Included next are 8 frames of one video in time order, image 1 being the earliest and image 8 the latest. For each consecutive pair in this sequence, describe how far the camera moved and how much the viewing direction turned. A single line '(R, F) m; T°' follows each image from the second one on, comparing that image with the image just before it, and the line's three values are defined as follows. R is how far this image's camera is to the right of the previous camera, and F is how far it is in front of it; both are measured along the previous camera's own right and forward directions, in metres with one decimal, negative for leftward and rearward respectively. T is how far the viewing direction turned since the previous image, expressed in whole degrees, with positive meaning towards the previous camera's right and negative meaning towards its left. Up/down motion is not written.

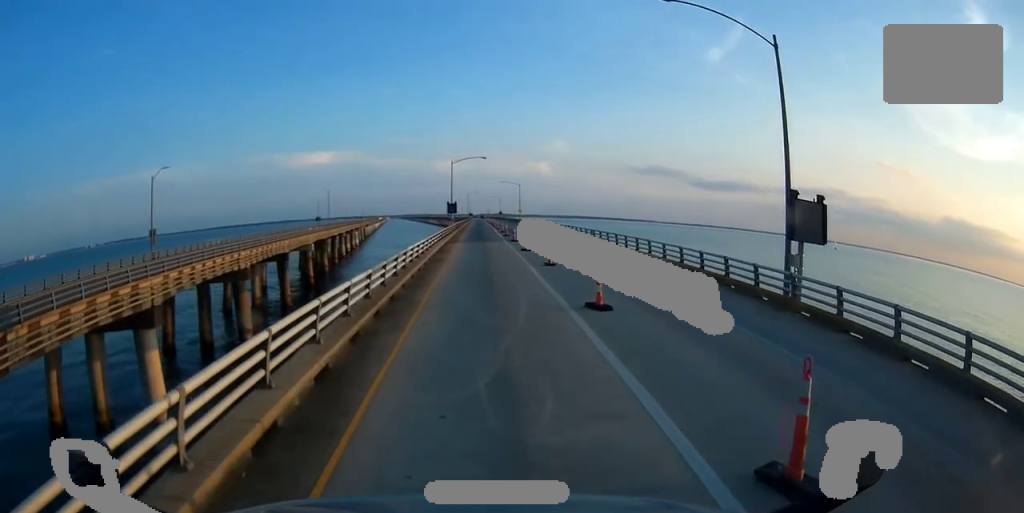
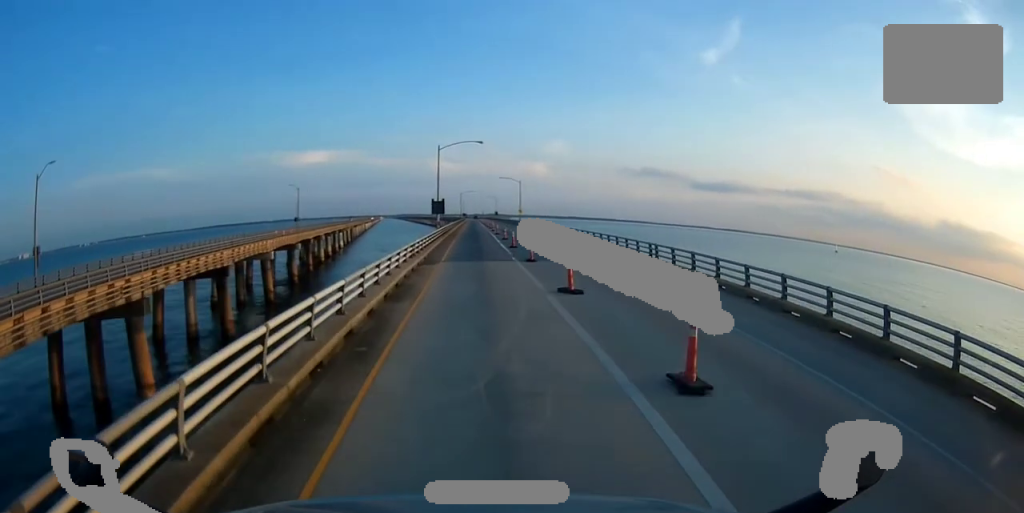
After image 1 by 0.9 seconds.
(-0.2, +18.1) m; 0°
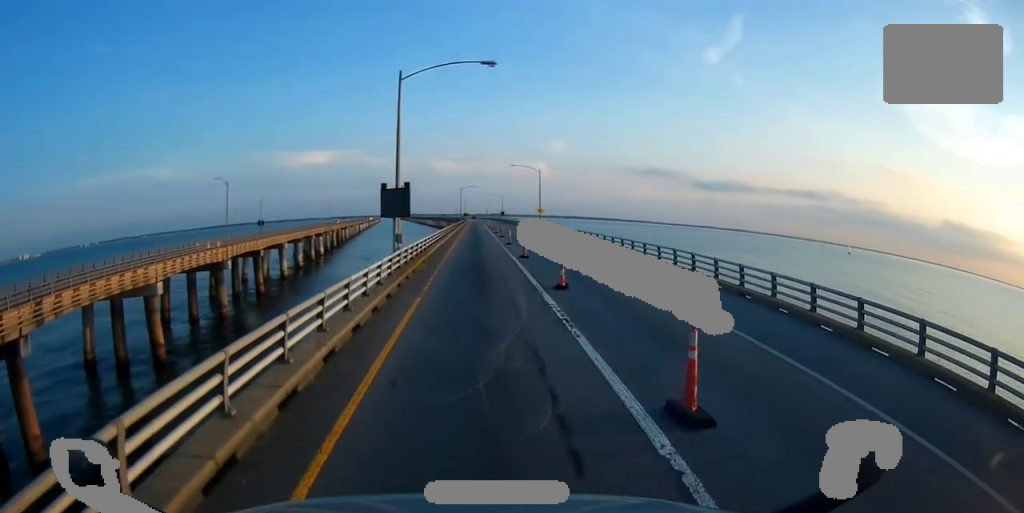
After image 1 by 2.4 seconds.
(+0.4, +32.8) m; +1°
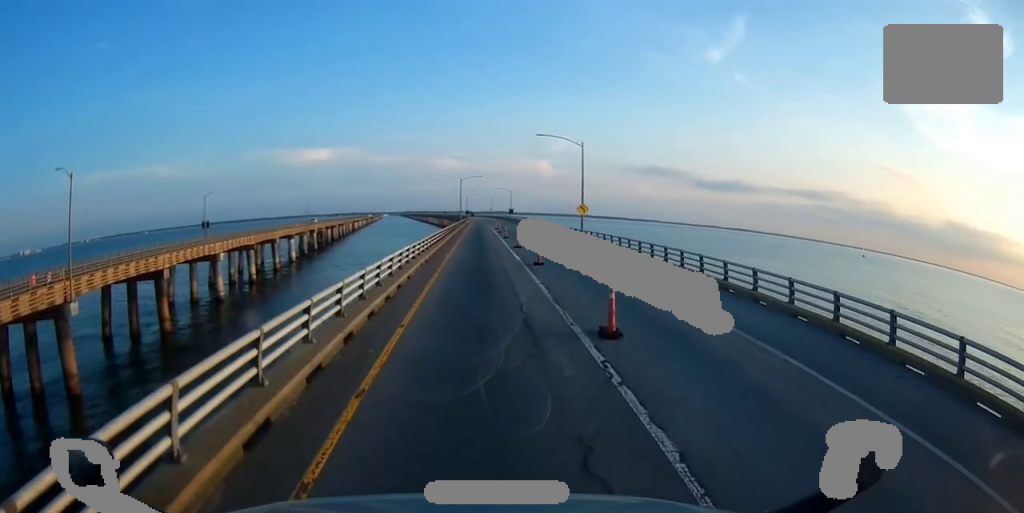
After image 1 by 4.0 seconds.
(-0.2, +33.7) m; -2°
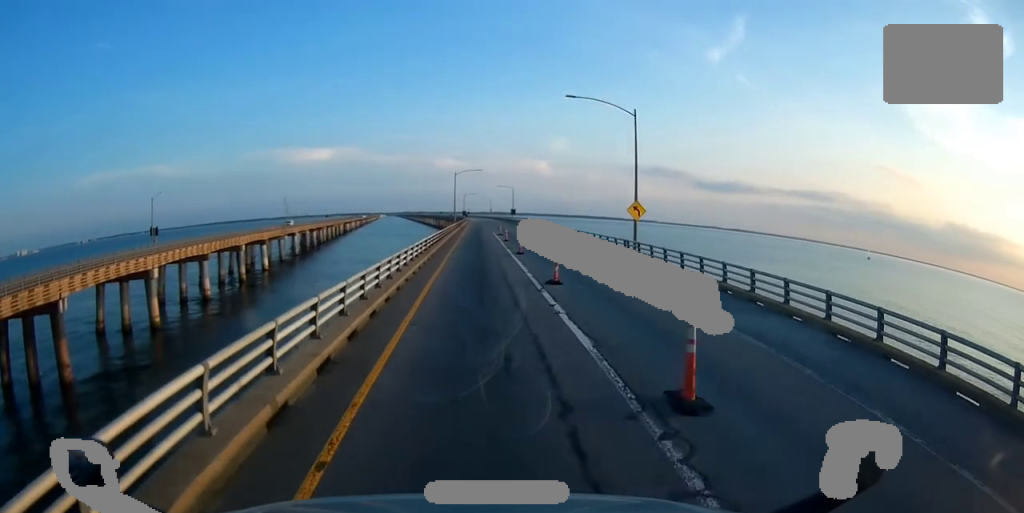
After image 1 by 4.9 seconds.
(-0.4, +19.7) m; 0°
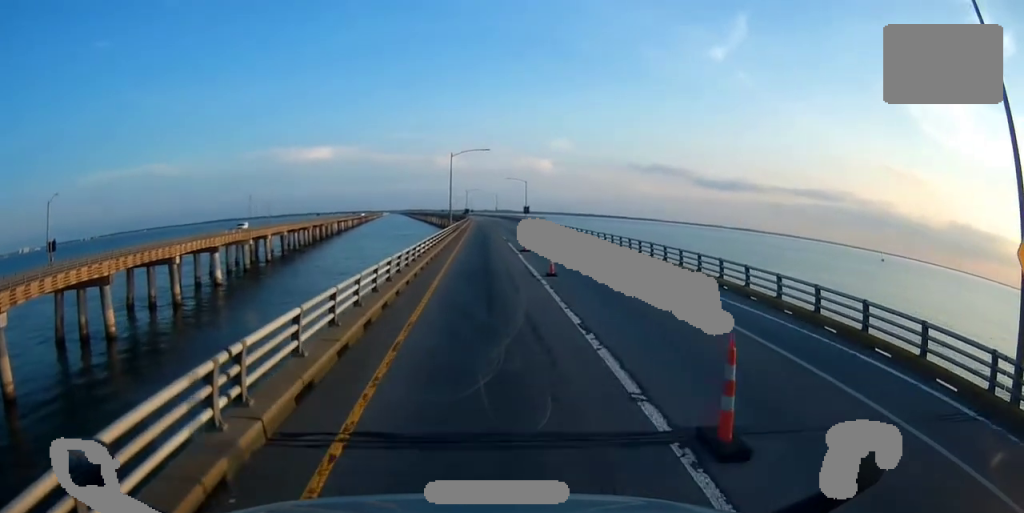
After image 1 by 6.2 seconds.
(+0.4, +29.2) m; 0°
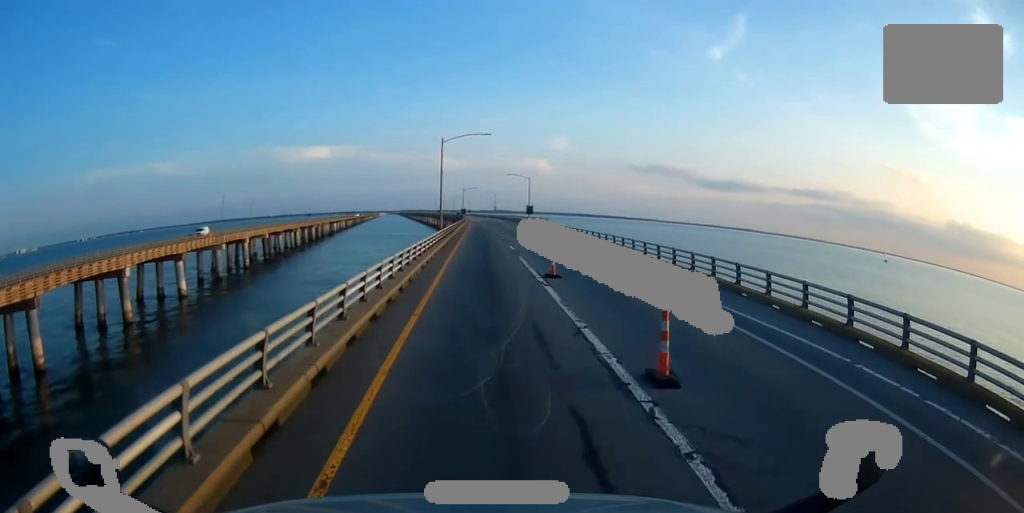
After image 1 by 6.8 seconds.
(-0.4, +13.9) m; 0°
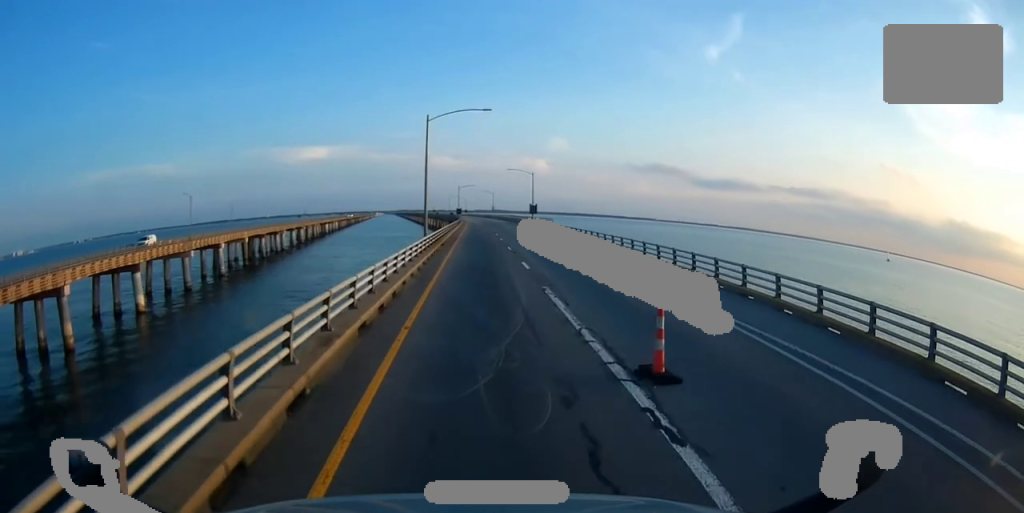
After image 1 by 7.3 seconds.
(+0.1, +13.2) m; 0°
